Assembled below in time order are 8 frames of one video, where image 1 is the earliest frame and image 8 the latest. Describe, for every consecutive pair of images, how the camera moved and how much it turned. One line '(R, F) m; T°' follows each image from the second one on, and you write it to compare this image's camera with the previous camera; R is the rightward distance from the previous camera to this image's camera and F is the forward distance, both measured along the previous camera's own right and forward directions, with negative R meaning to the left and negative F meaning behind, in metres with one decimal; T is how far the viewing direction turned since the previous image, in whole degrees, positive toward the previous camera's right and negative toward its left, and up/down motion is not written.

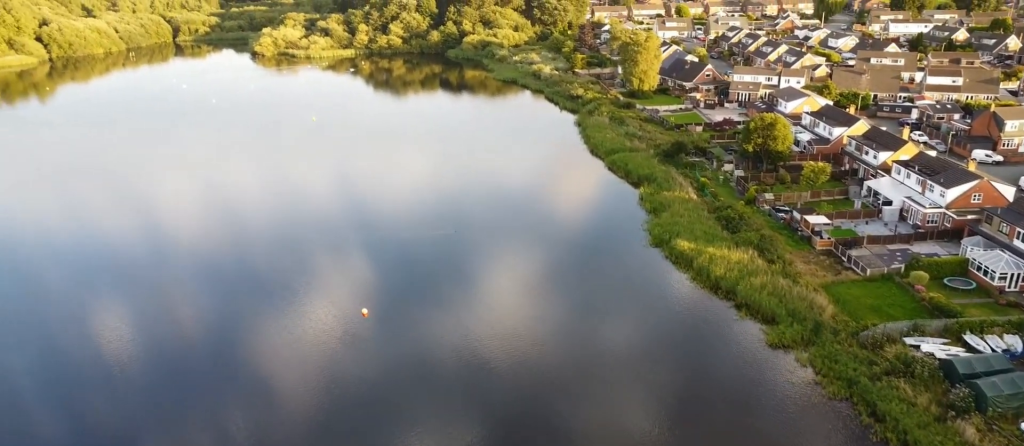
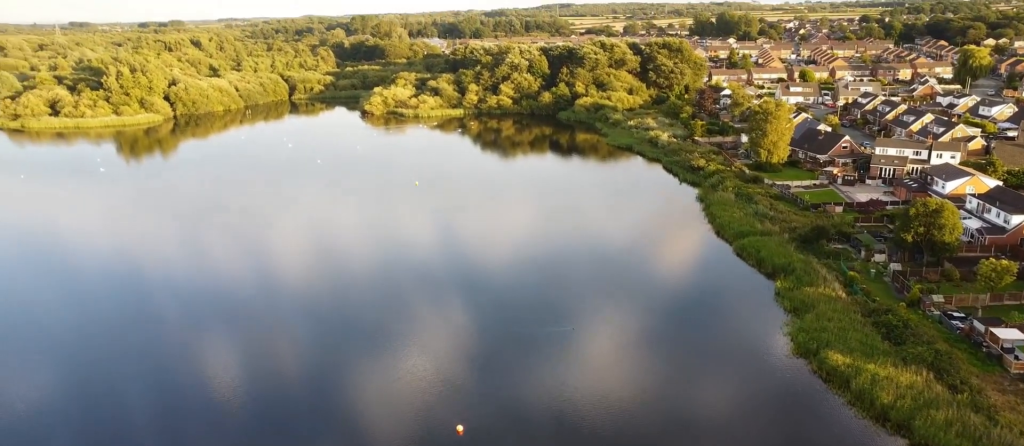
(-0.8, +13.6) m; -8°
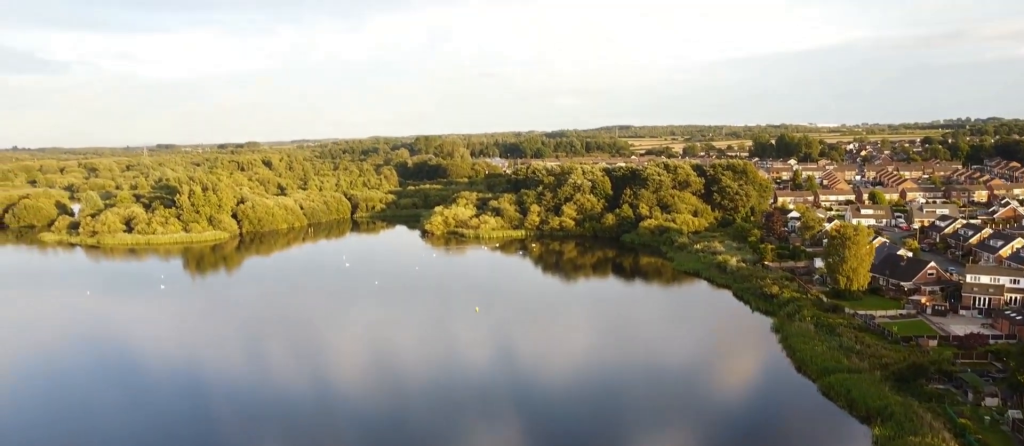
(-0.4, +7.7) m; -4°
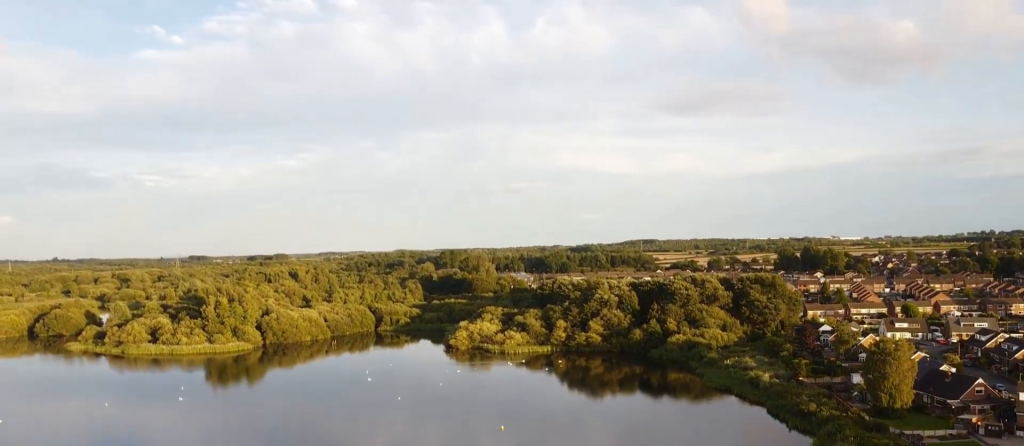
(0.0, +3.9) m; -2°
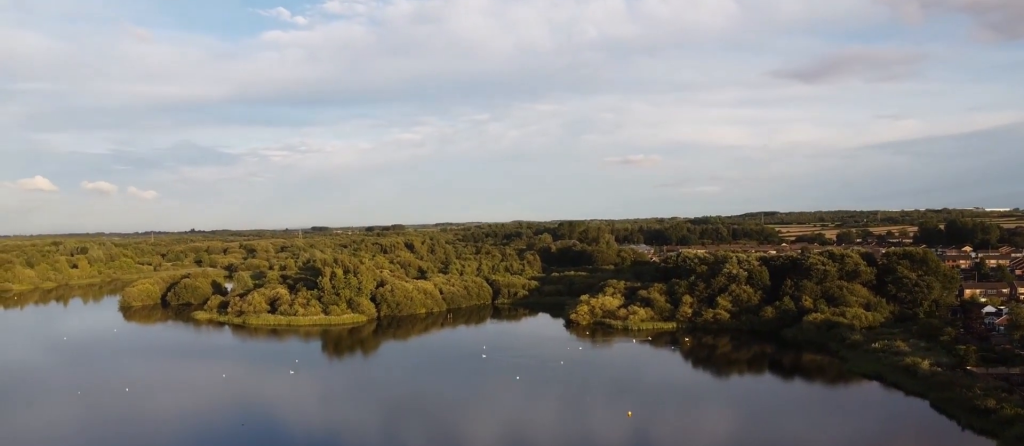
(-1.0, +13.2) m; -9°
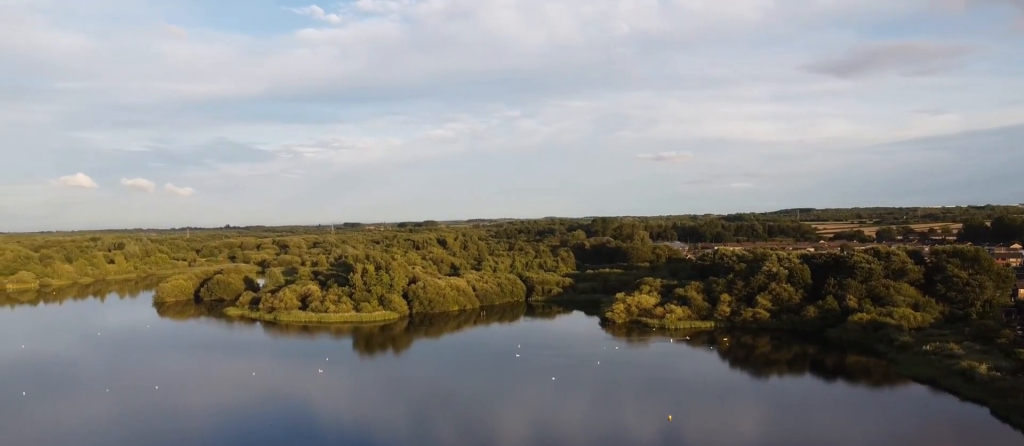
(-0.1, +5.1) m; -3°
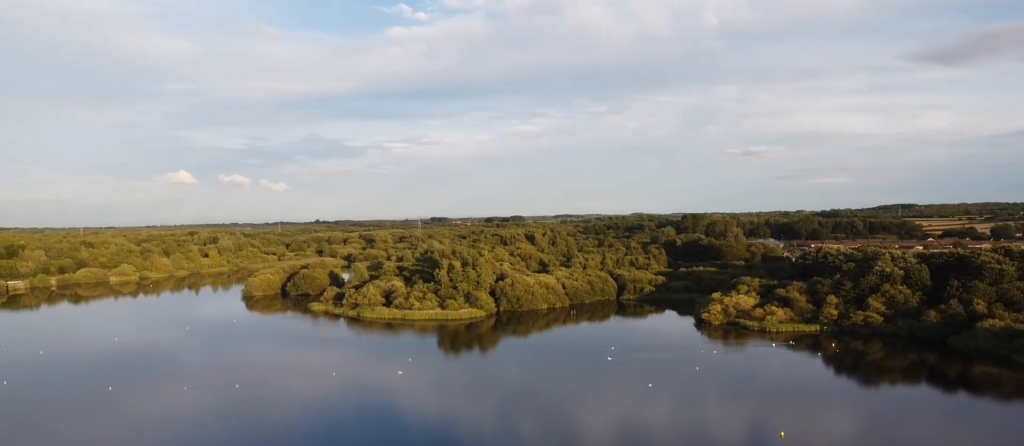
(-0.5, +11.0) m; -5°
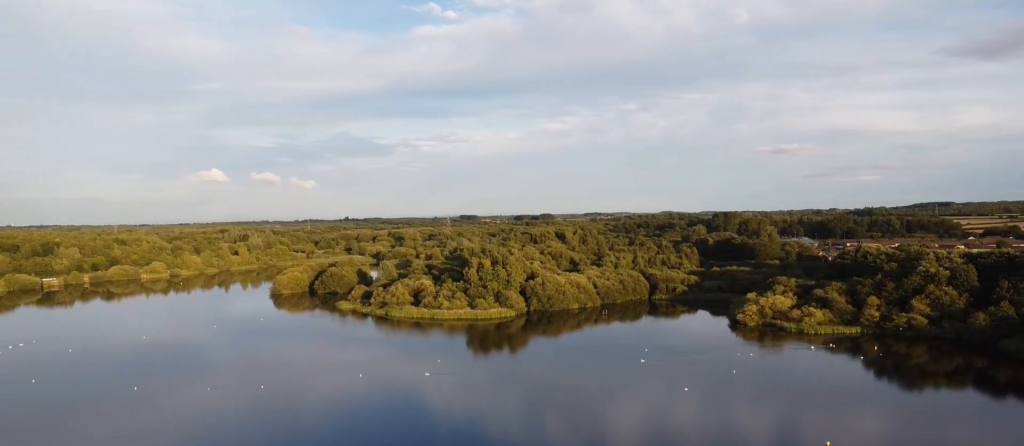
(0.0, +4.8) m; -2°
